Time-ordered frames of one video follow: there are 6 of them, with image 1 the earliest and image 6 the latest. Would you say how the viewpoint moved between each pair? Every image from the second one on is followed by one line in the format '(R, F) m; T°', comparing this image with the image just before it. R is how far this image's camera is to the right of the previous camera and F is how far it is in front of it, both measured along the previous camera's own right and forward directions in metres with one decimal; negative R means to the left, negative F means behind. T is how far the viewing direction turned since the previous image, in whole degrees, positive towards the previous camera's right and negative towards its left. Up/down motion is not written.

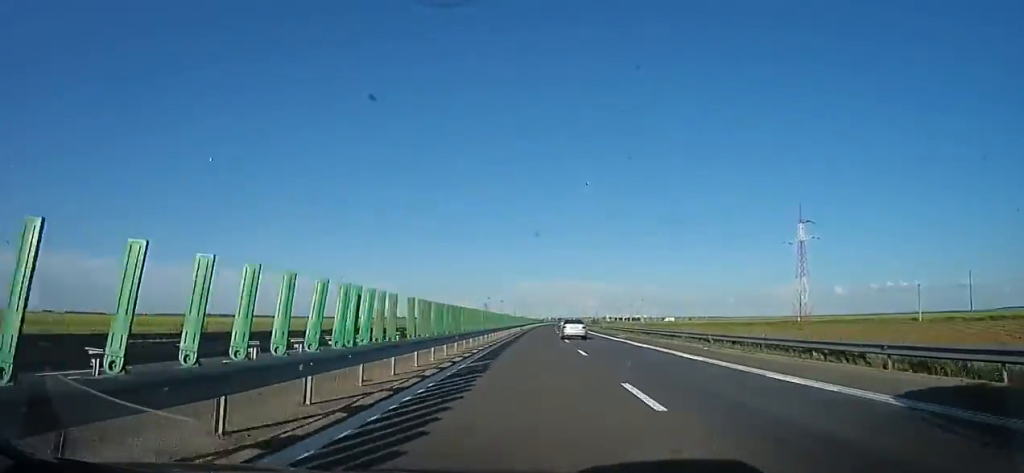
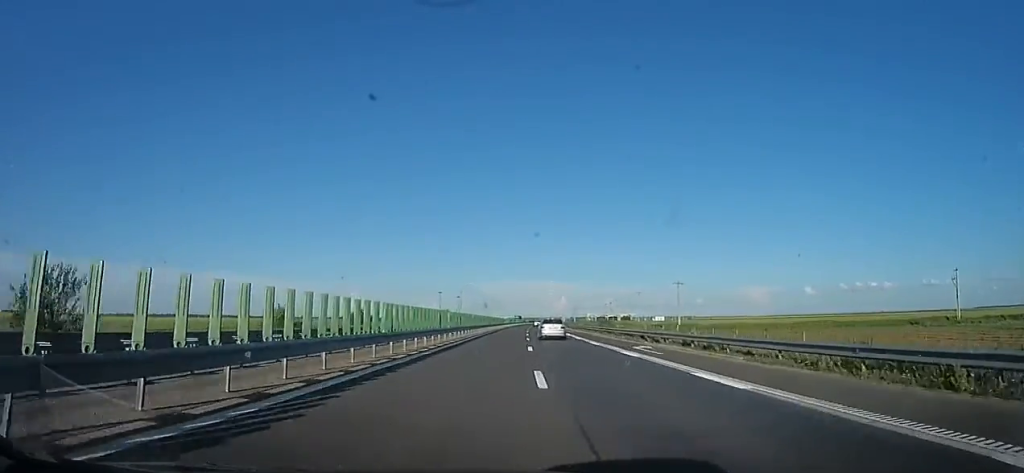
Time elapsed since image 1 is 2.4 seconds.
(+0.4, +82.0) m; +3°
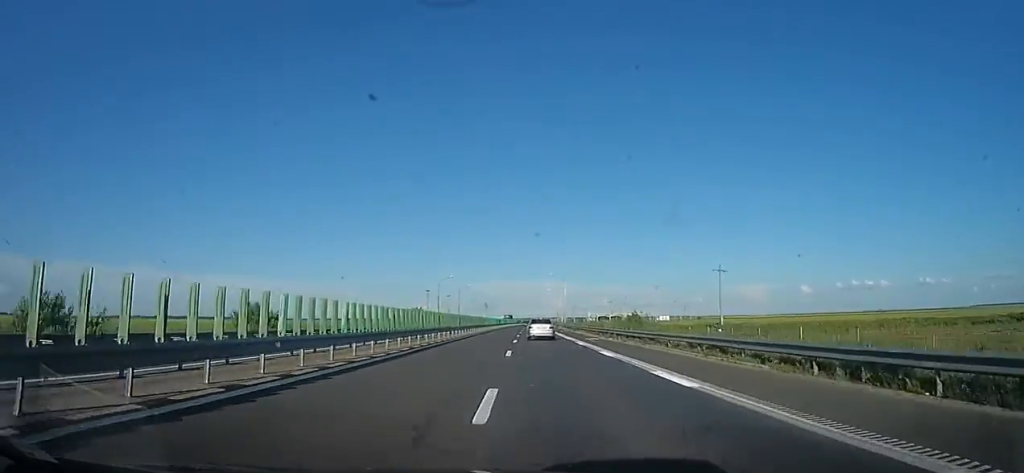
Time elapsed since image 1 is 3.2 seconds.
(+1.1, +27.2) m; +2°
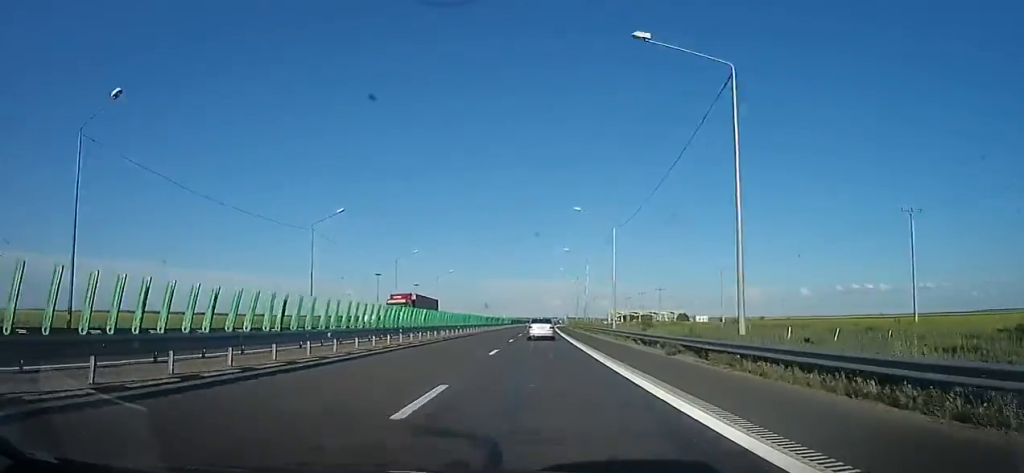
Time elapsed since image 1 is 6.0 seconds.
(-2.3, +95.8) m; -2°
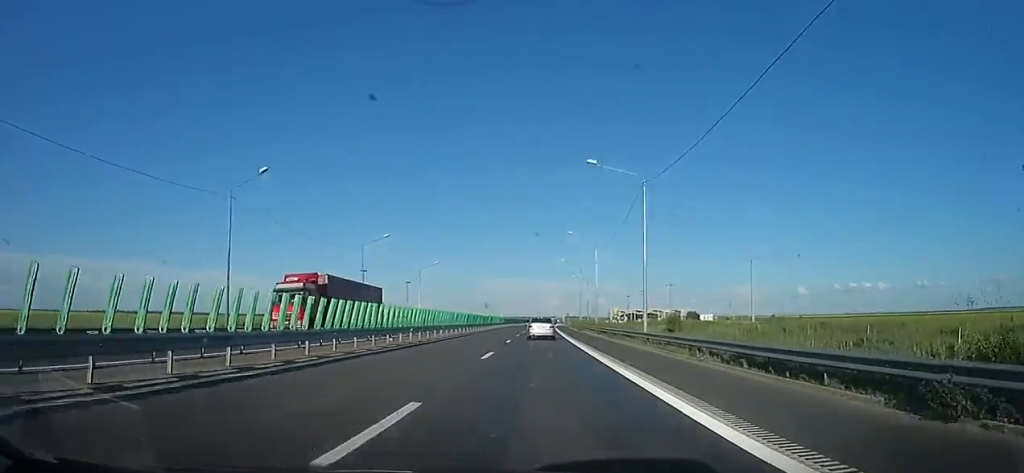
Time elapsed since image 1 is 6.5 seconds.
(0.0, +13.9) m; +1°
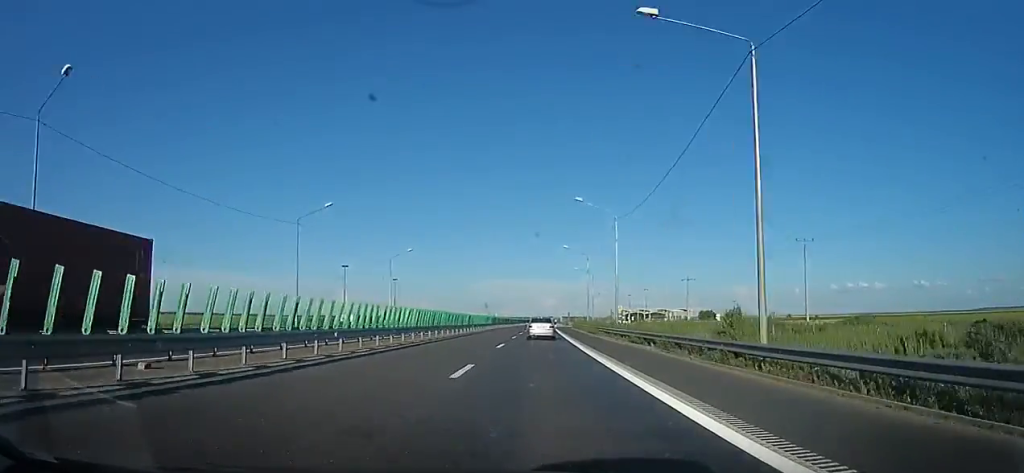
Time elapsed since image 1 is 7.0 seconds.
(+0.6, +17.3) m; +1°
